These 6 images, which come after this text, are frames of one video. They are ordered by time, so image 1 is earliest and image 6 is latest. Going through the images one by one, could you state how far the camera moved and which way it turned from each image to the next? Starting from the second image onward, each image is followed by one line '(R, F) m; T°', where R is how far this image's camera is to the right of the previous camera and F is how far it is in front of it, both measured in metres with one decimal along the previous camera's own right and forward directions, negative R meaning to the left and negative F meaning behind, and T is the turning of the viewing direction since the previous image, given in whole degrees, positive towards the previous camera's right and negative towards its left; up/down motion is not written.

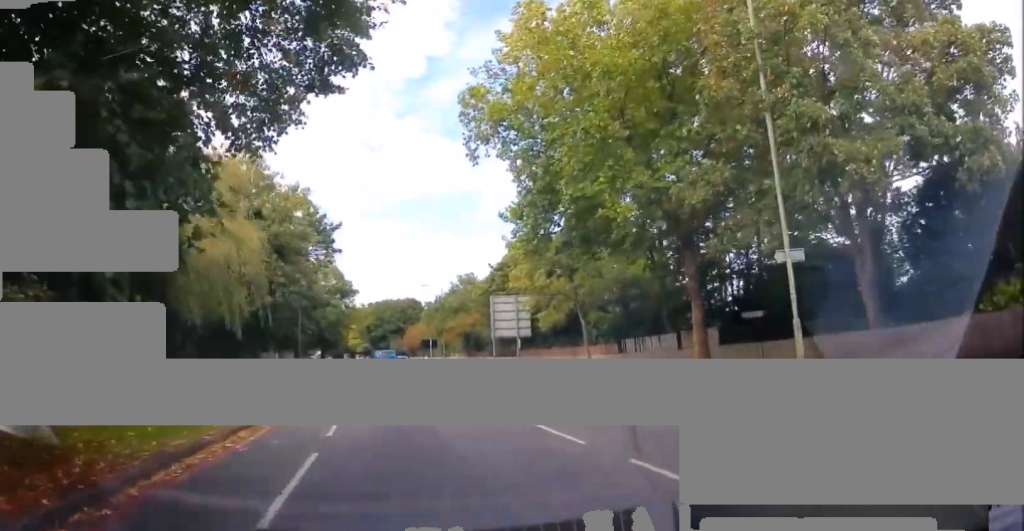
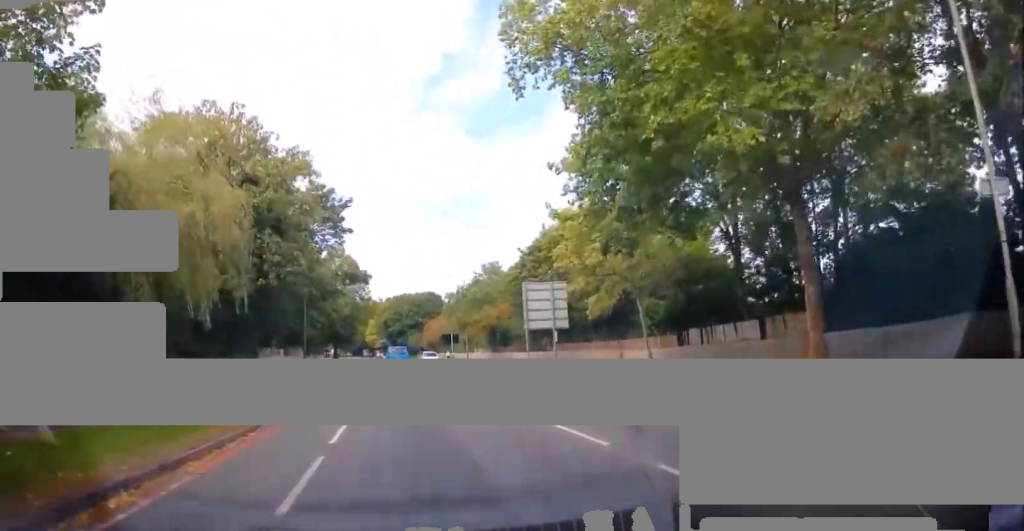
(-0.3, +6.2) m; -4°
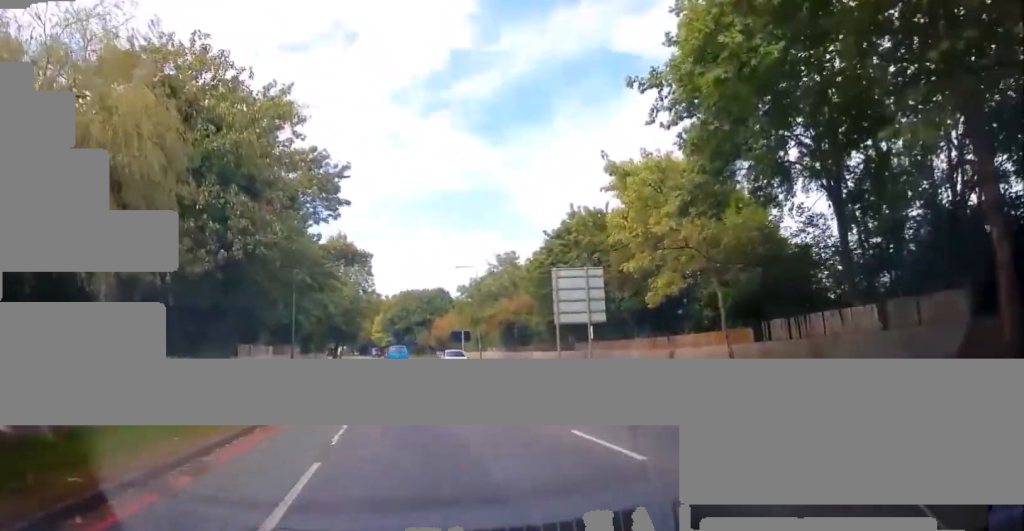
(-0.3, +6.9) m; -3°
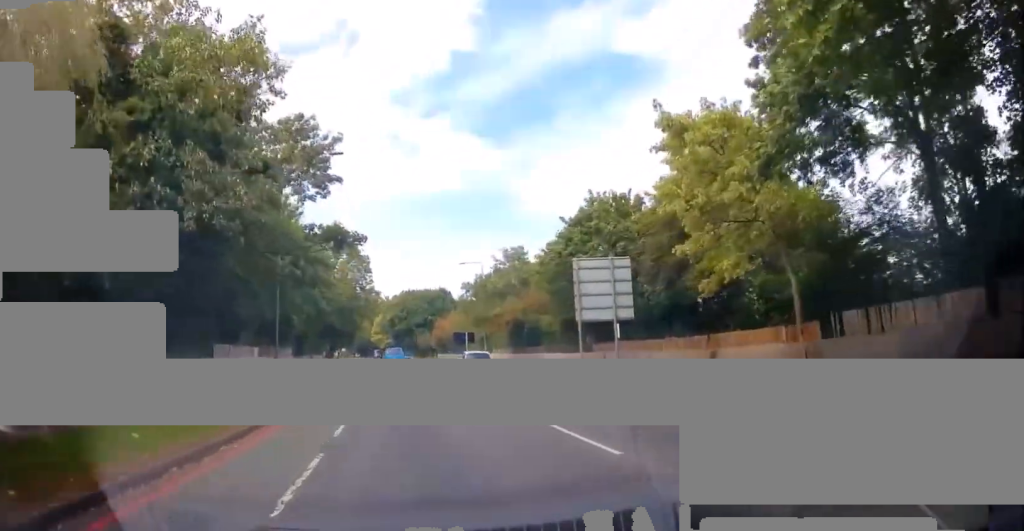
(-0.1, +4.6) m; 0°
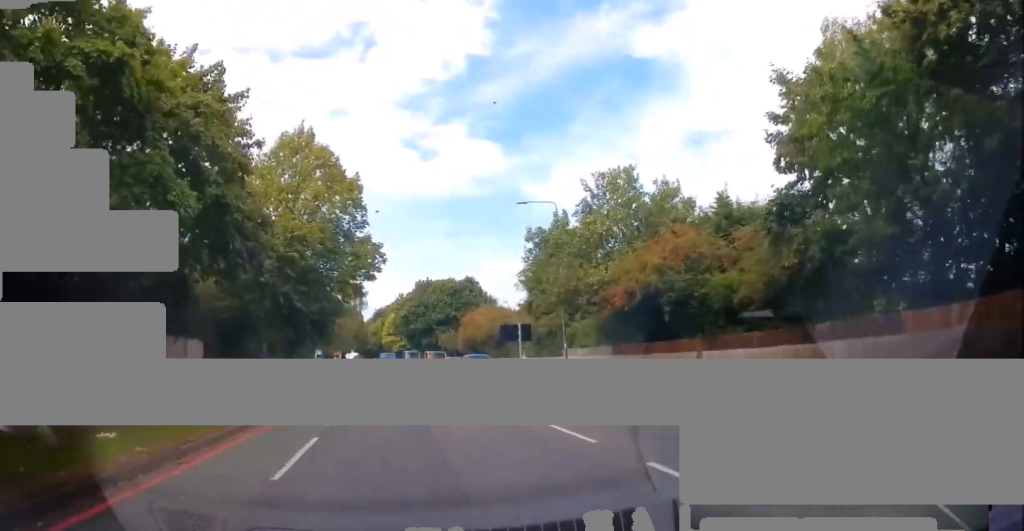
(+1.5, +26.6) m; +1°
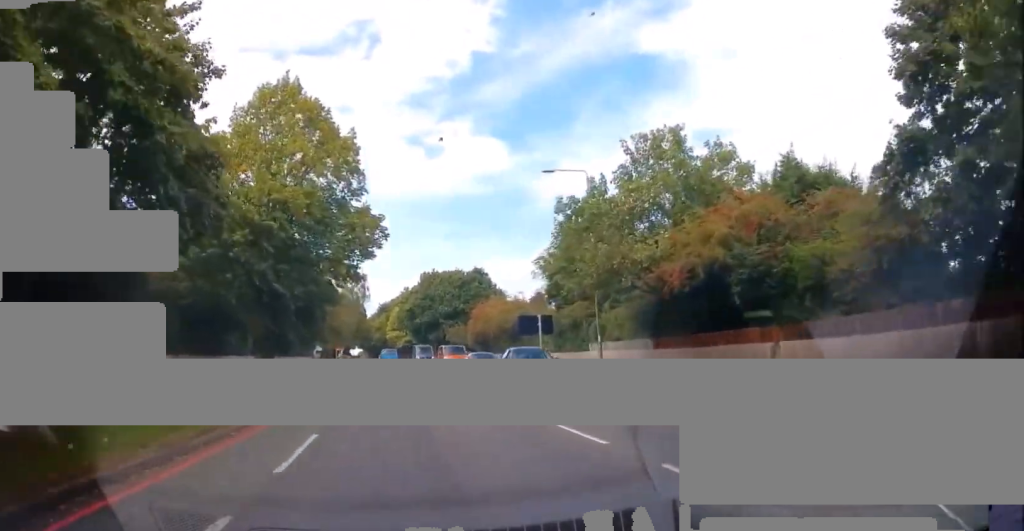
(-0.2, +5.6) m; -2°
